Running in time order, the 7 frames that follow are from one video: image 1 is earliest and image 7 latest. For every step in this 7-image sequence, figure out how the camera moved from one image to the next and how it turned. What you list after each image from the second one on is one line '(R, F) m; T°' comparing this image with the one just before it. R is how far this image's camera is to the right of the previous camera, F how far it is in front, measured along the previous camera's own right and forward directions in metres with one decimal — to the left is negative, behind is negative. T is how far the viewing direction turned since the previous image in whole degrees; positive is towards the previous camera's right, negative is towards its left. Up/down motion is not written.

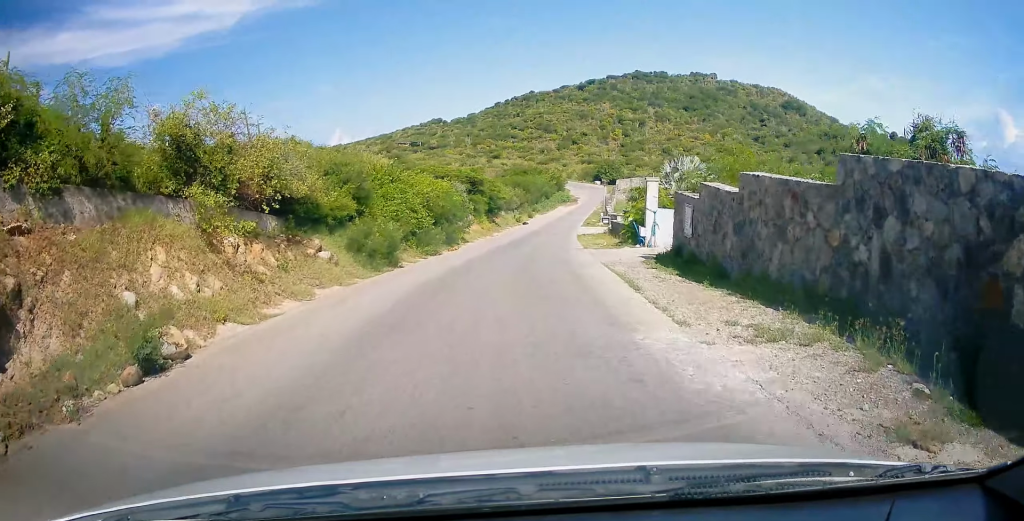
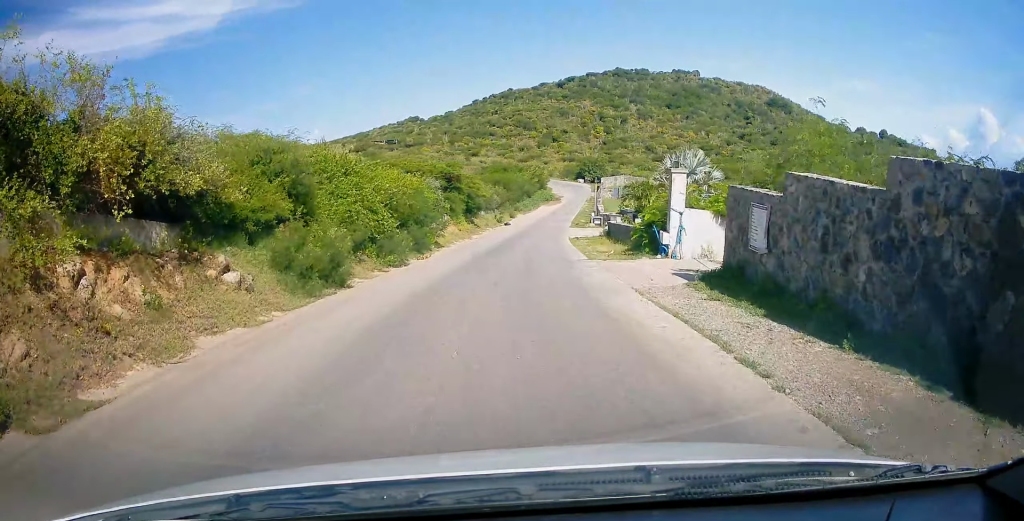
(+0.4, +4.9) m; +3°
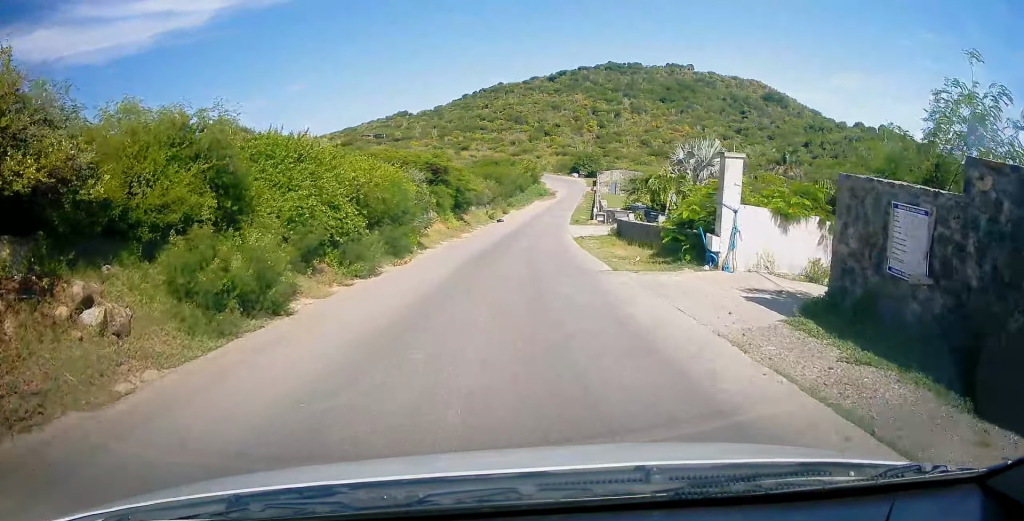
(-0.2, +4.2) m; -4°
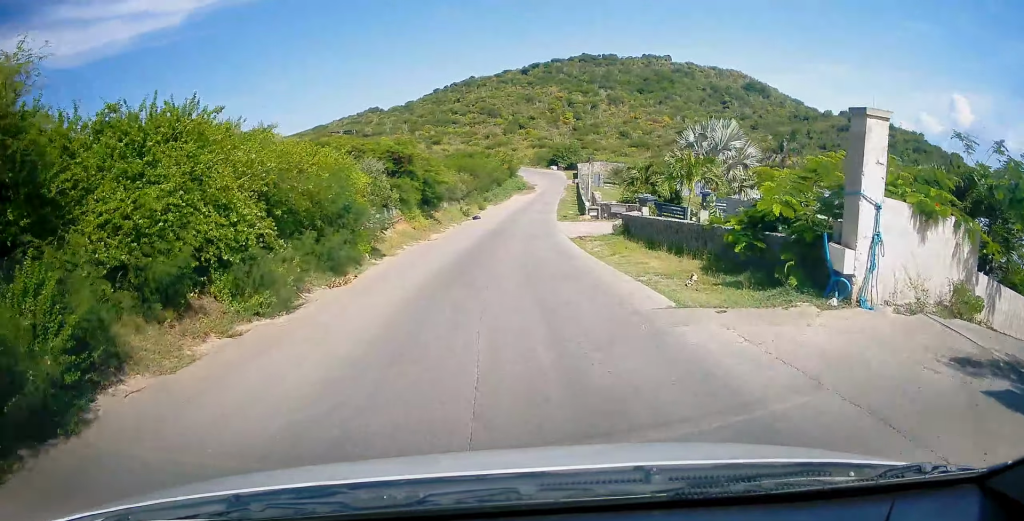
(-0.3, +5.6) m; 0°
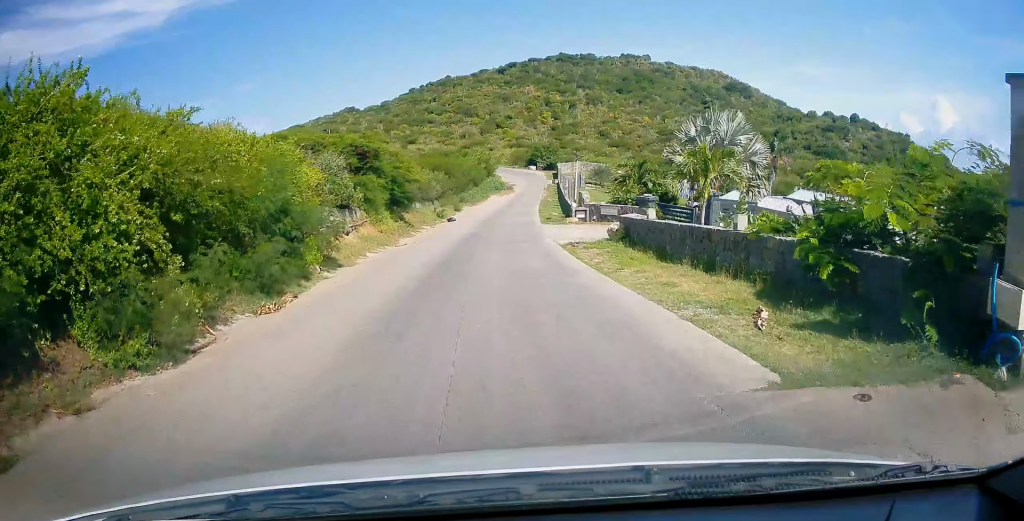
(0.0, +3.2) m; +3°
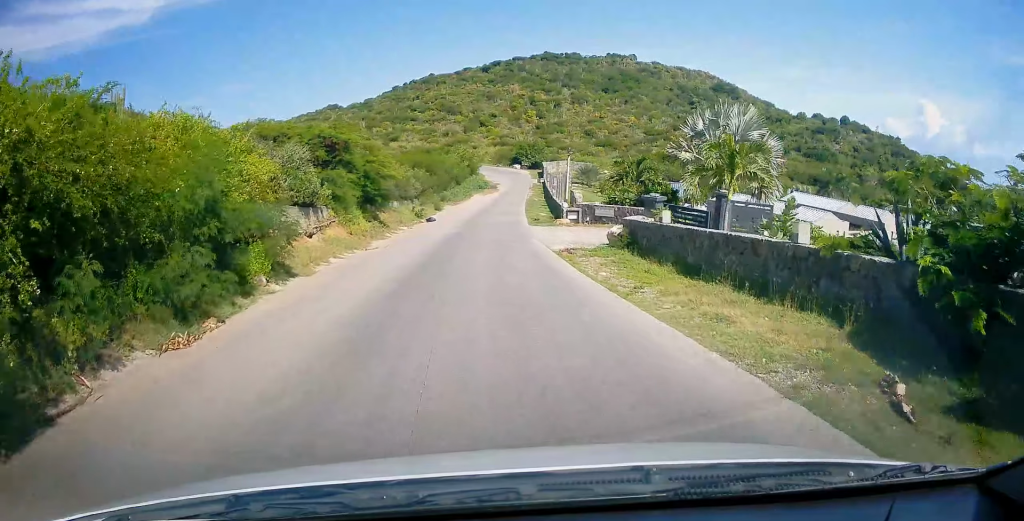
(+0.2, +2.8) m; +3°
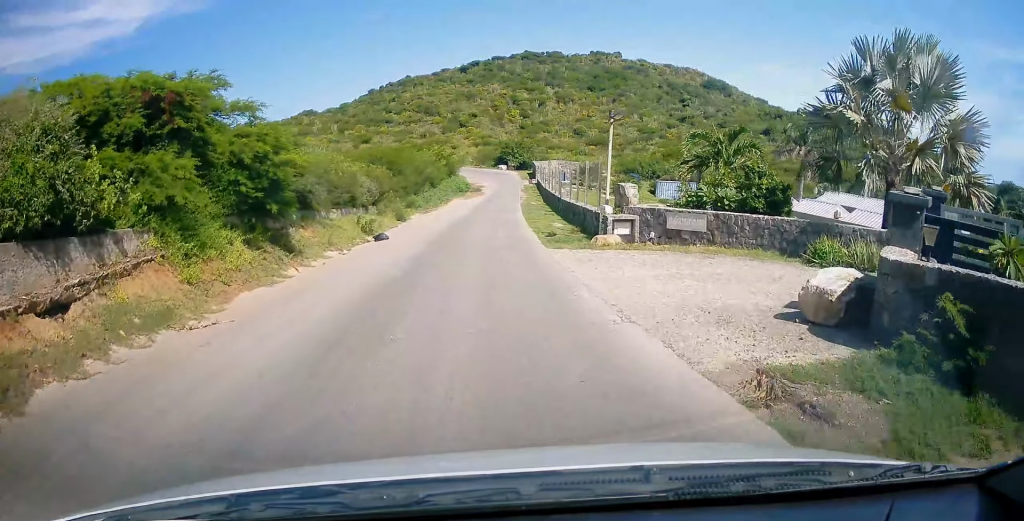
(+1.1, +12.2) m; +7°
